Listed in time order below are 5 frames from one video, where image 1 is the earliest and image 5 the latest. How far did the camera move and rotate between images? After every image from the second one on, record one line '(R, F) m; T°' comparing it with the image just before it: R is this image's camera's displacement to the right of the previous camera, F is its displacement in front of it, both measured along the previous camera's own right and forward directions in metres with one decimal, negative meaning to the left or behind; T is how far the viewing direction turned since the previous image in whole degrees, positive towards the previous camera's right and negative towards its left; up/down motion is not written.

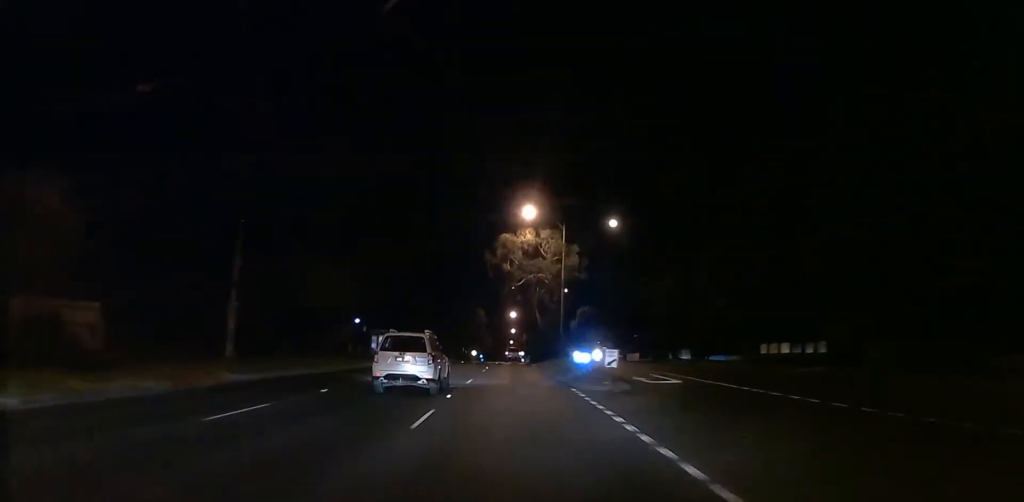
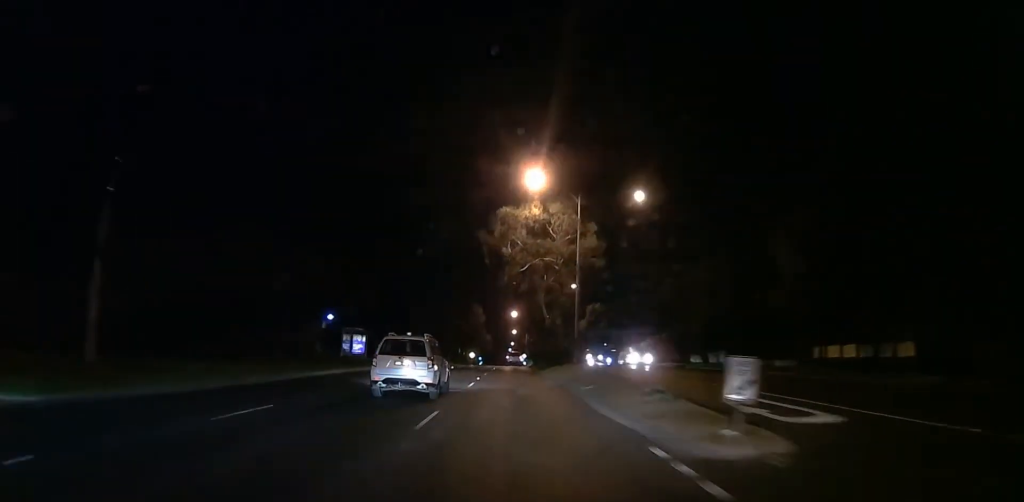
(-0.1, +11.9) m; -1°
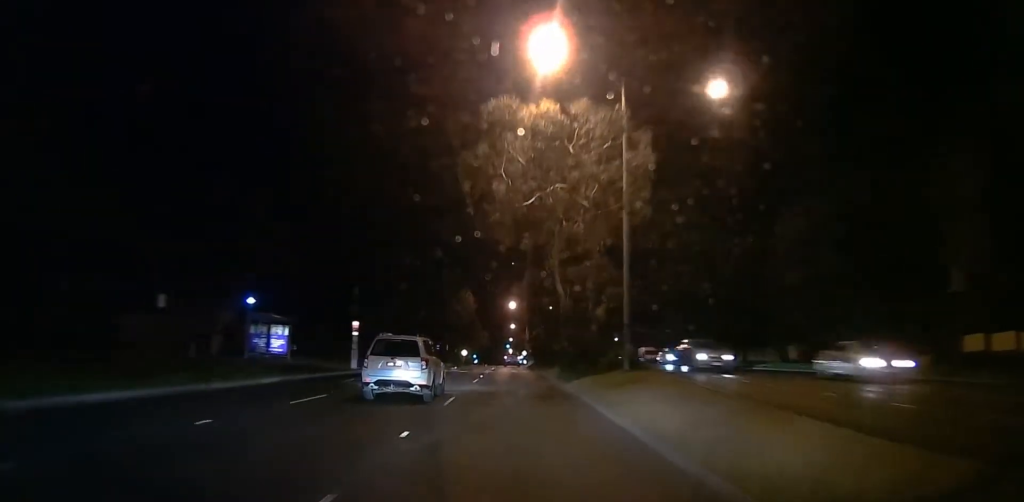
(-0.9, +20.7) m; -2°
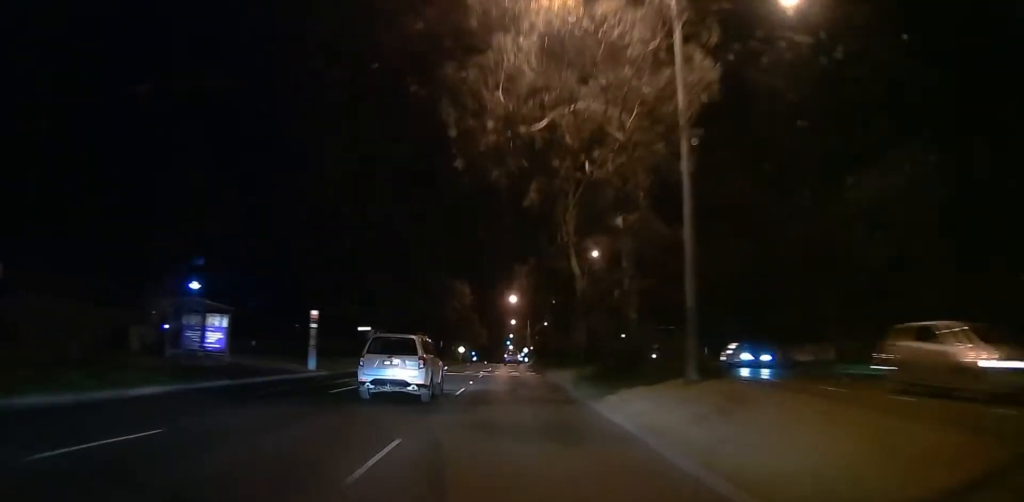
(0.0, +8.8) m; 0°
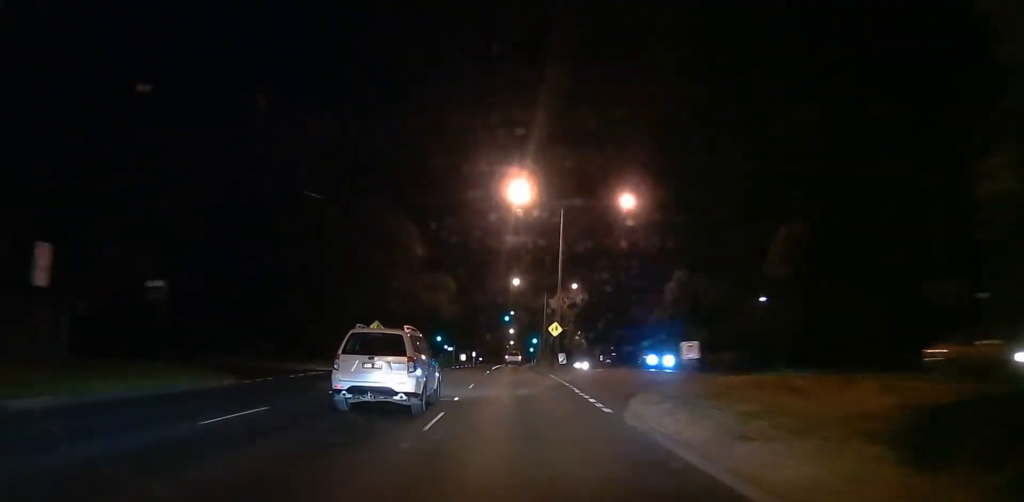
(+1.9, +82.6) m; 0°
